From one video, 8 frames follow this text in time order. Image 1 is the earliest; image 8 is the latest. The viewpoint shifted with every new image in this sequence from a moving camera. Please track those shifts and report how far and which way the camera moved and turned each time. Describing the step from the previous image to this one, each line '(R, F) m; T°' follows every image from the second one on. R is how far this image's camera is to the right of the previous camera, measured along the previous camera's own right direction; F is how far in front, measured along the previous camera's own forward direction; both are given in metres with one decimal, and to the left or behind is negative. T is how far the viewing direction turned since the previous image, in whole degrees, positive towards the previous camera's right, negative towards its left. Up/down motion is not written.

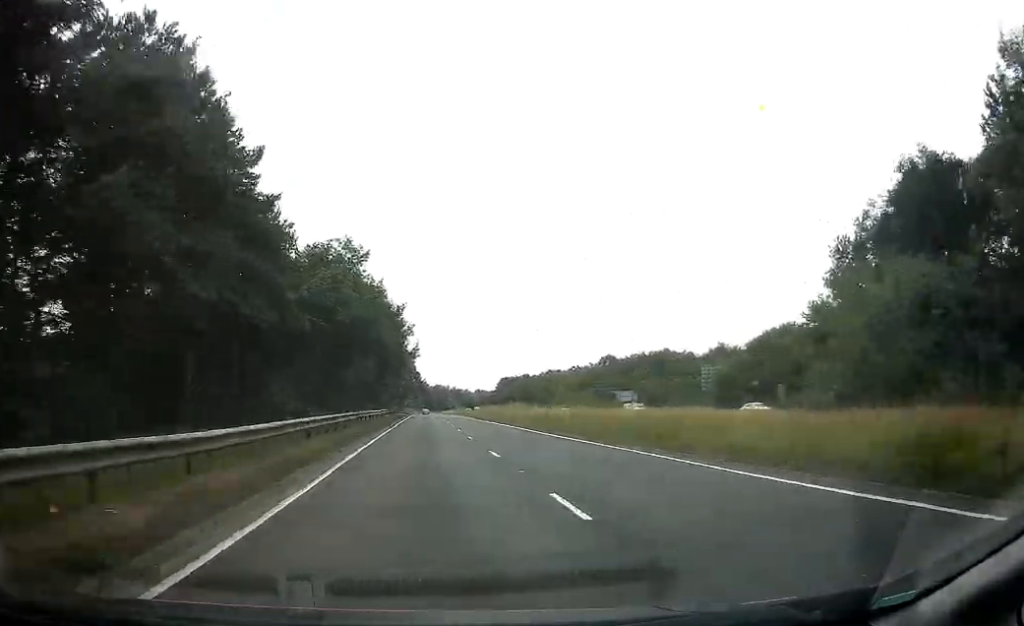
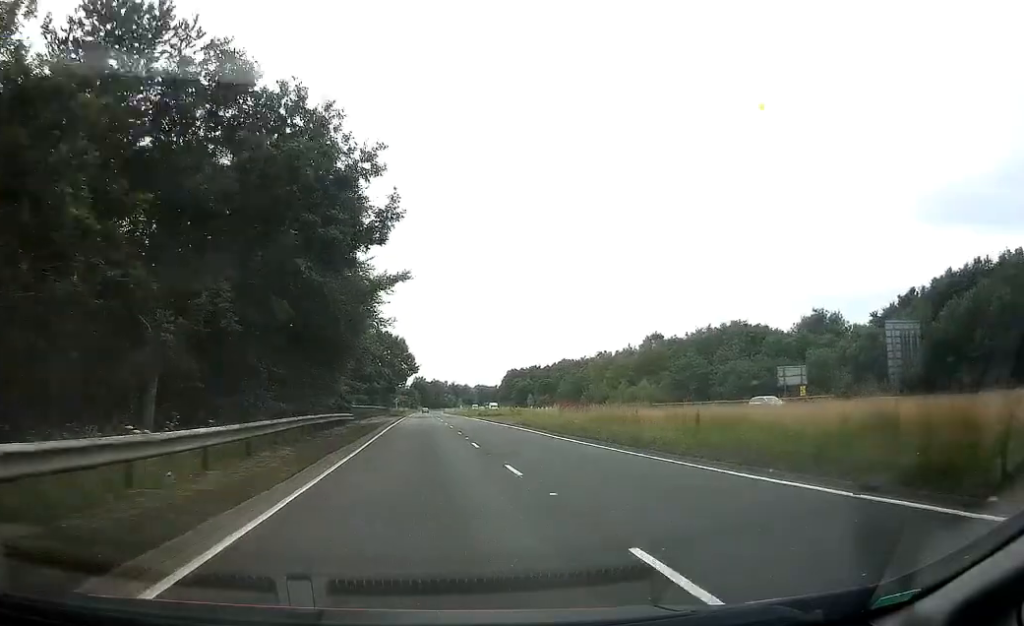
(-0.5, +40.5) m; -1°
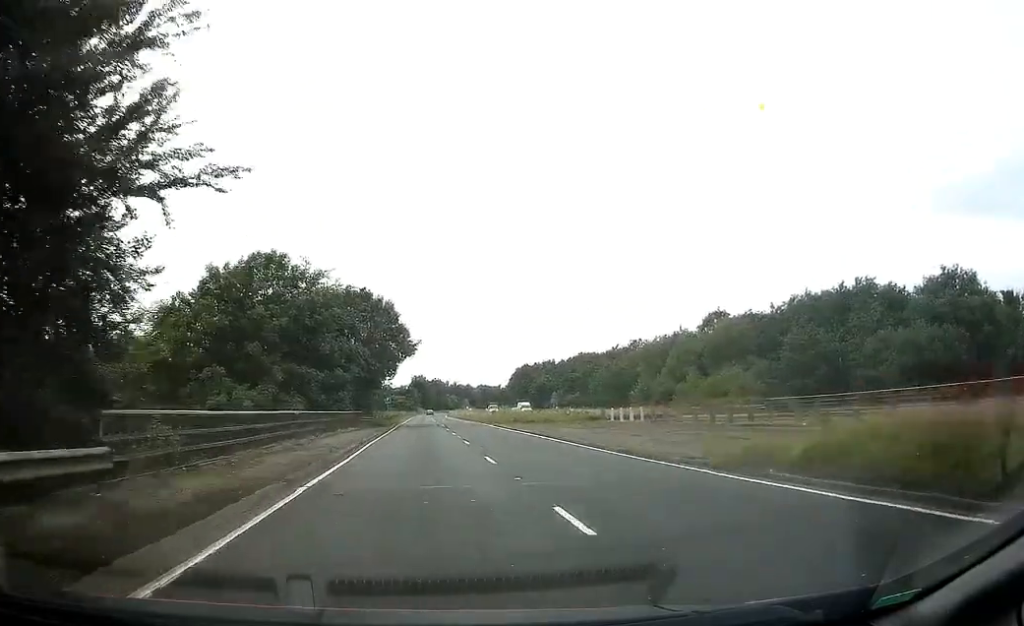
(-0.2, +32.7) m; 0°
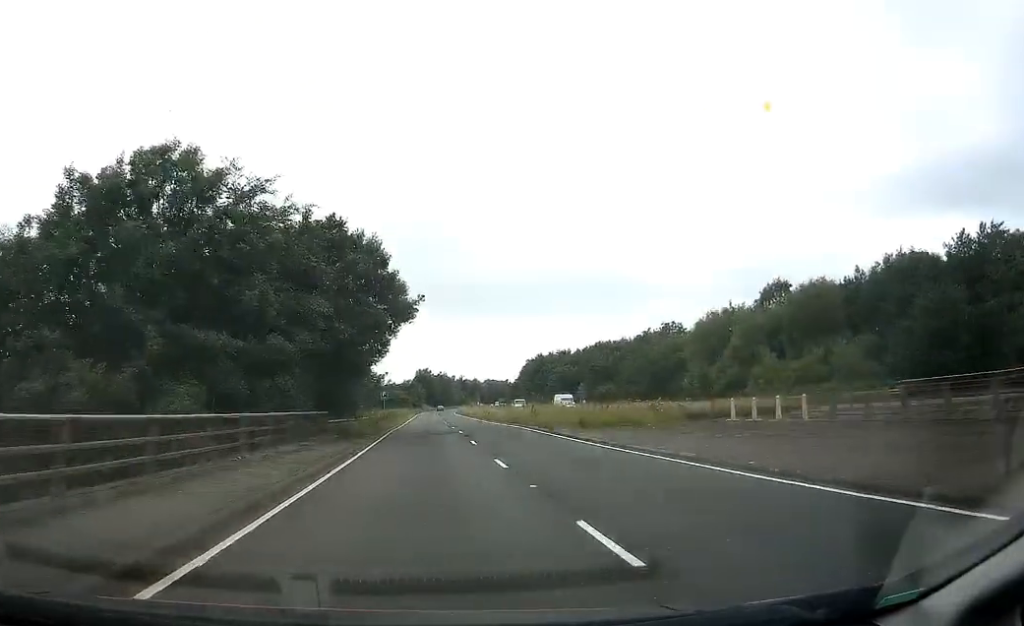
(+0.1, +20.3) m; 0°
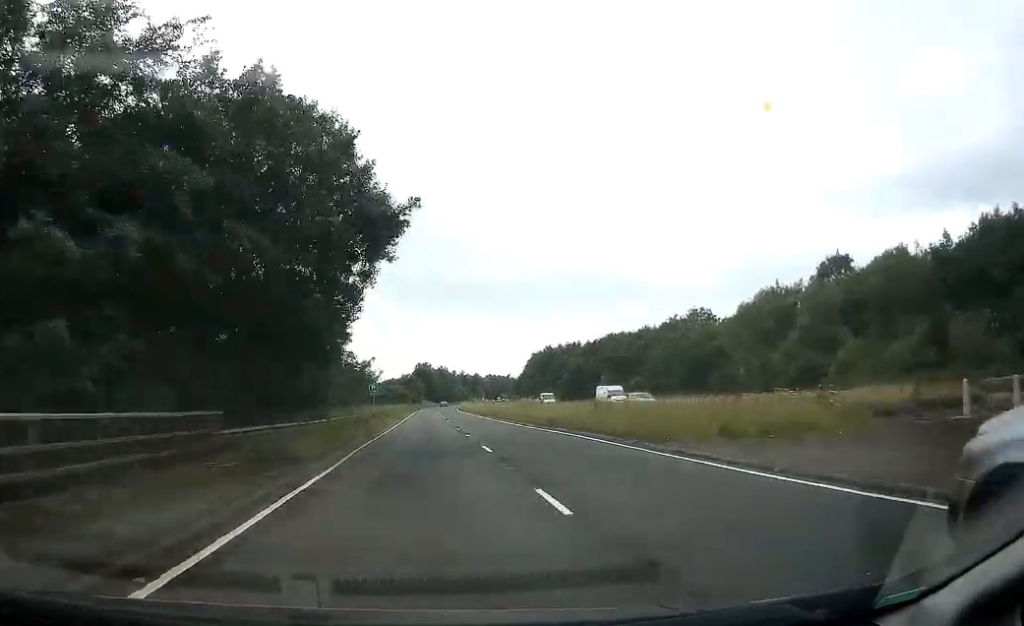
(+0.1, +15.0) m; 0°
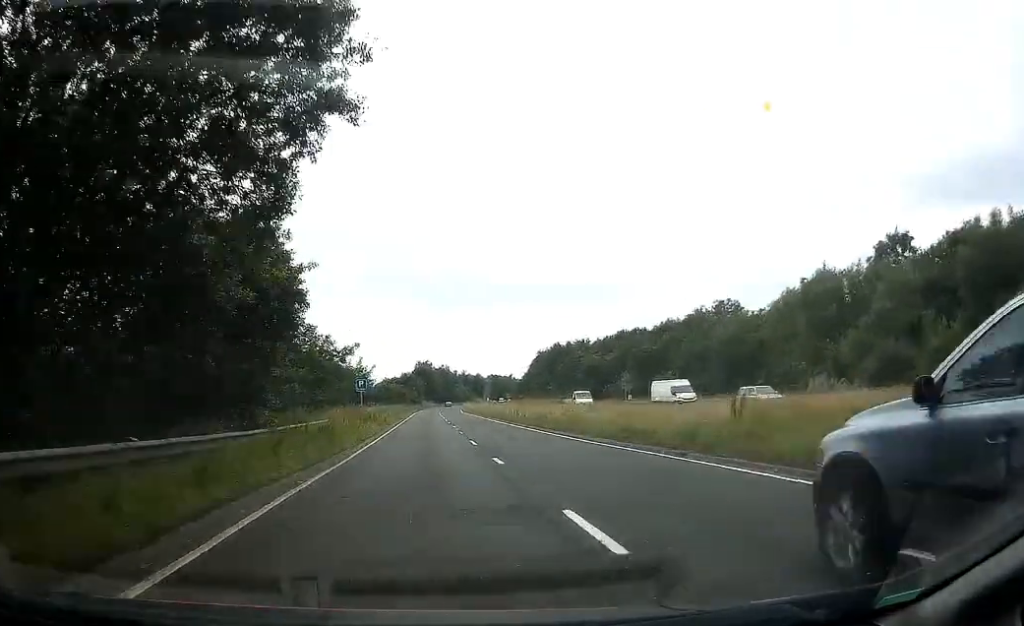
(0.0, +12.5) m; 0°
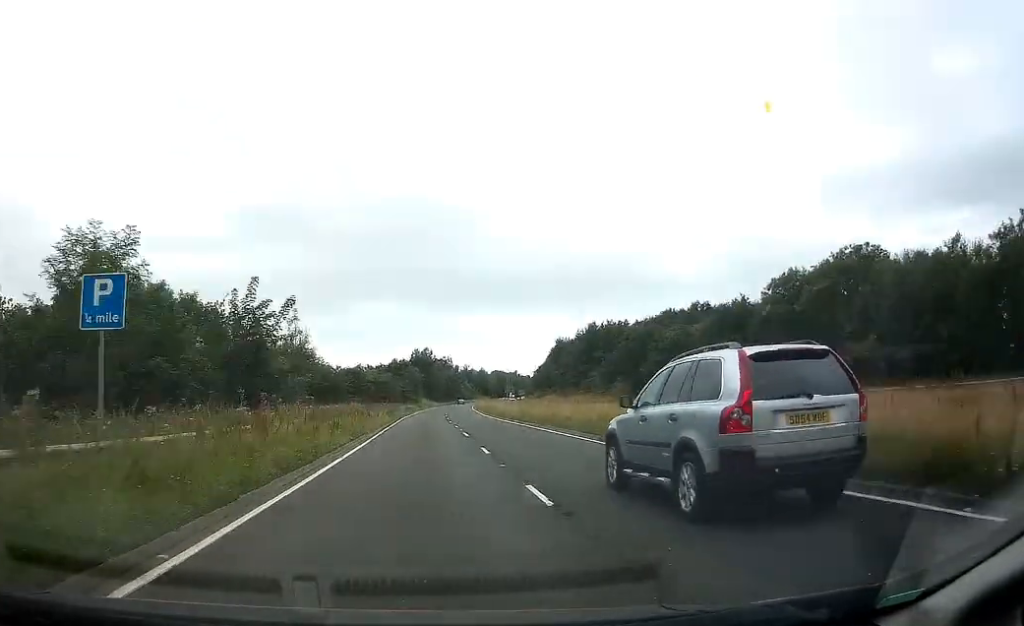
(-0.4, +42.4) m; 0°
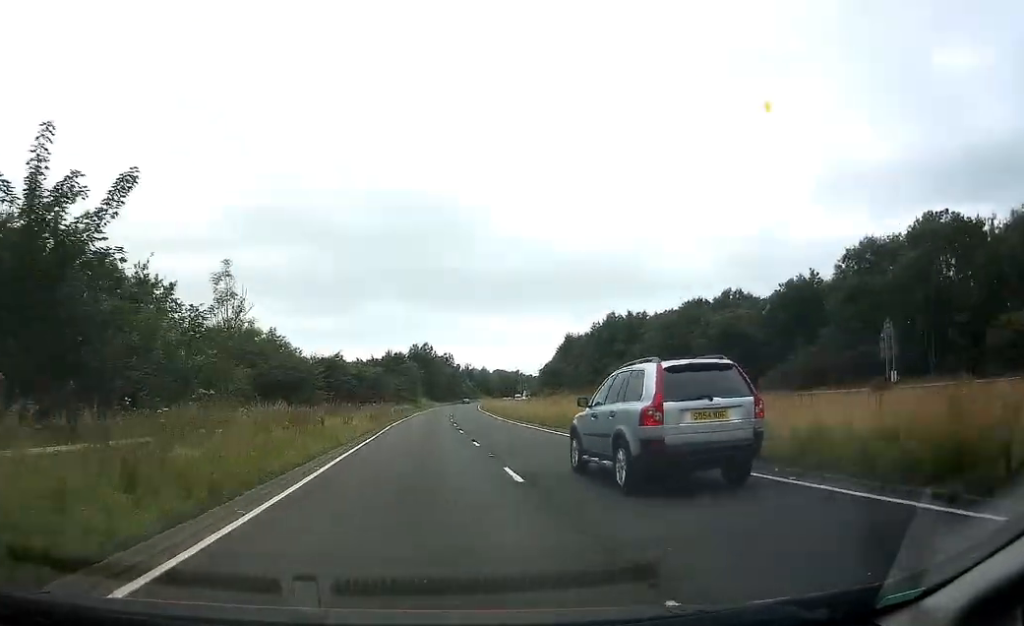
(+0.3, +15.7) m; +1°
